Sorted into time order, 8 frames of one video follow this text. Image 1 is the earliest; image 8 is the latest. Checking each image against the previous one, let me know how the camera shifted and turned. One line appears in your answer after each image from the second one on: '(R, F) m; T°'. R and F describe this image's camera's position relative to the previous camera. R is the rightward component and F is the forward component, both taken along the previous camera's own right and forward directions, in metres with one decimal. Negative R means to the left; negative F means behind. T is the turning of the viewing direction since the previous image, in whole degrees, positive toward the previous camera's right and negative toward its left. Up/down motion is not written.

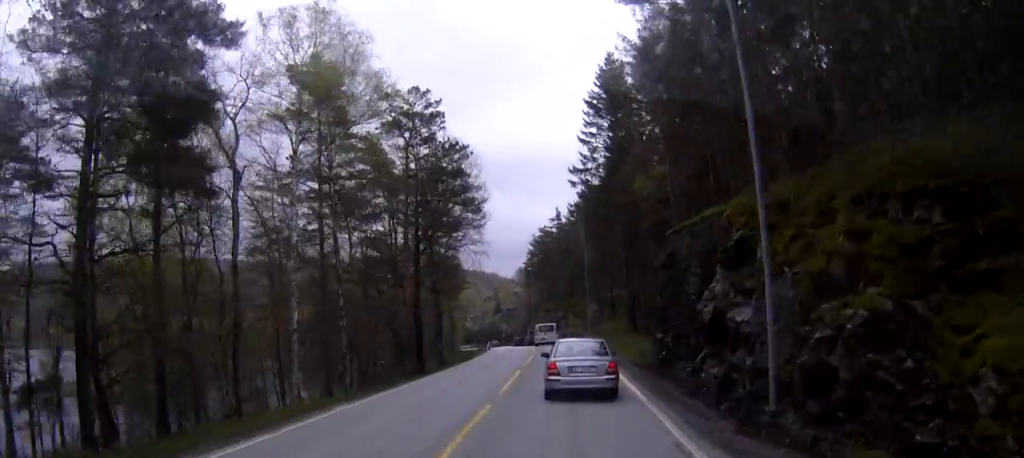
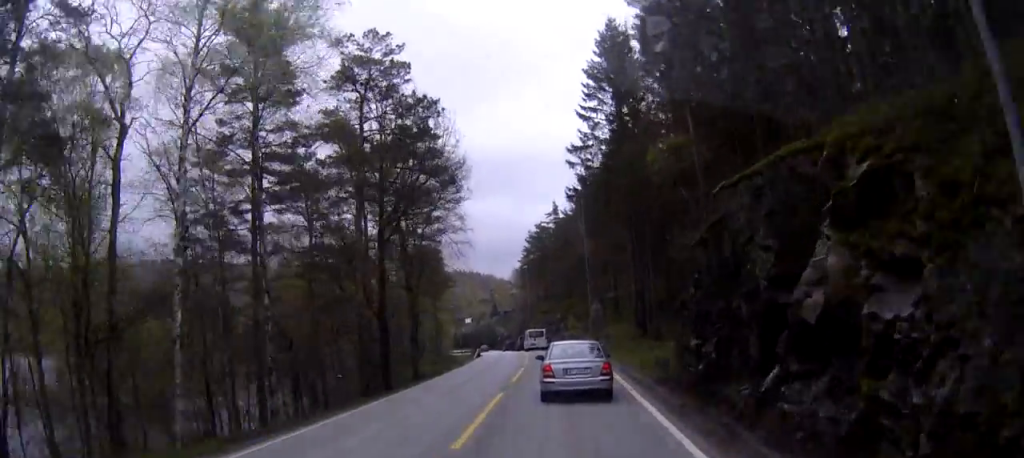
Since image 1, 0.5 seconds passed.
(0.0, +7.5) m; 0°
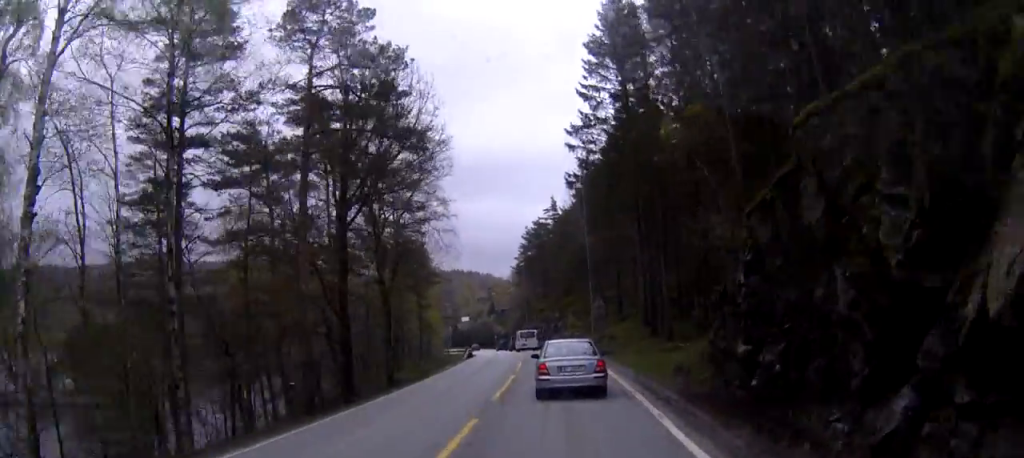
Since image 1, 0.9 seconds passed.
(0.0, +5.7) m; 0°
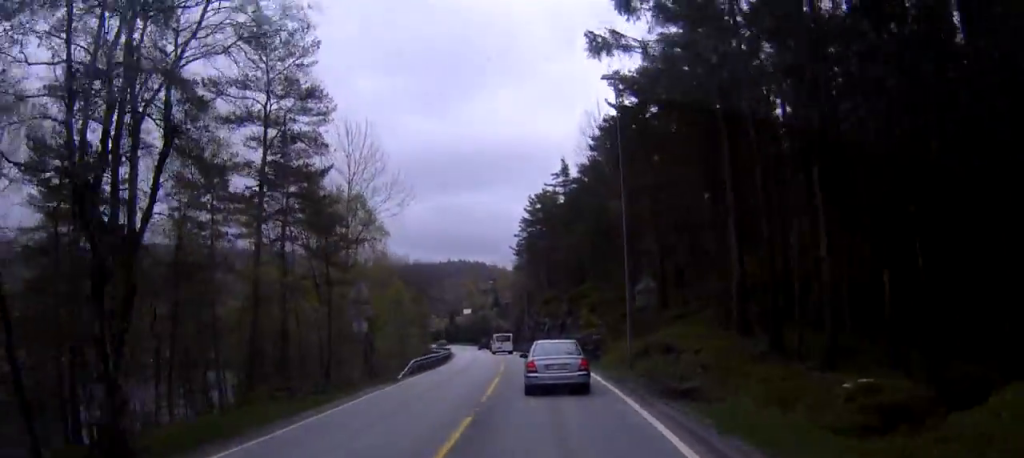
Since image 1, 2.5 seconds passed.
(+0.3, +22.8) m; +1°
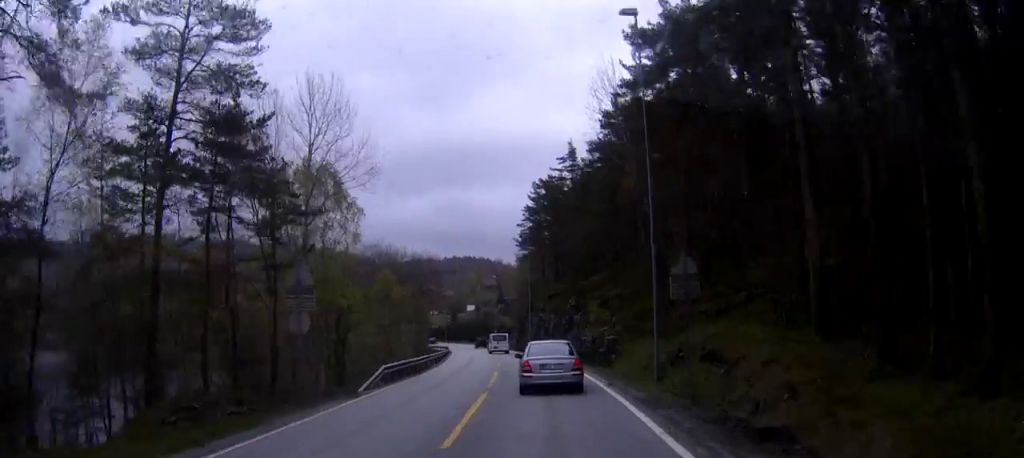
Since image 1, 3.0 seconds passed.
(-0.1, +7.1) m; -1°
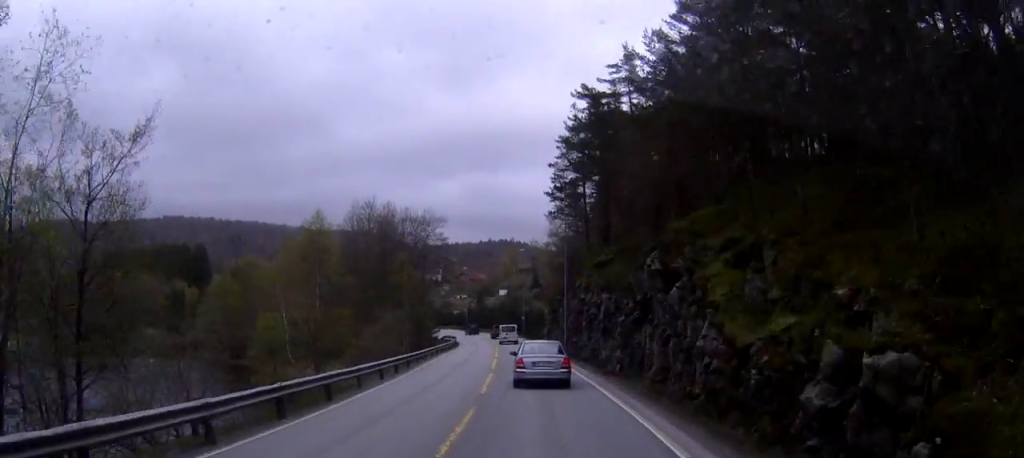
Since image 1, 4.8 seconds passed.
(-0.6, +28.5) m; -1°
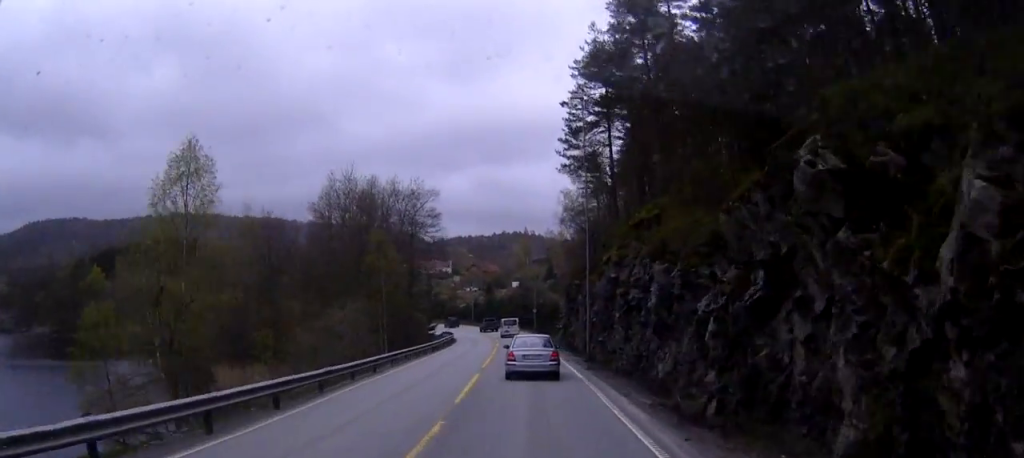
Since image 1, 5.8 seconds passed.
(+0.1, +15.6) m; -1°
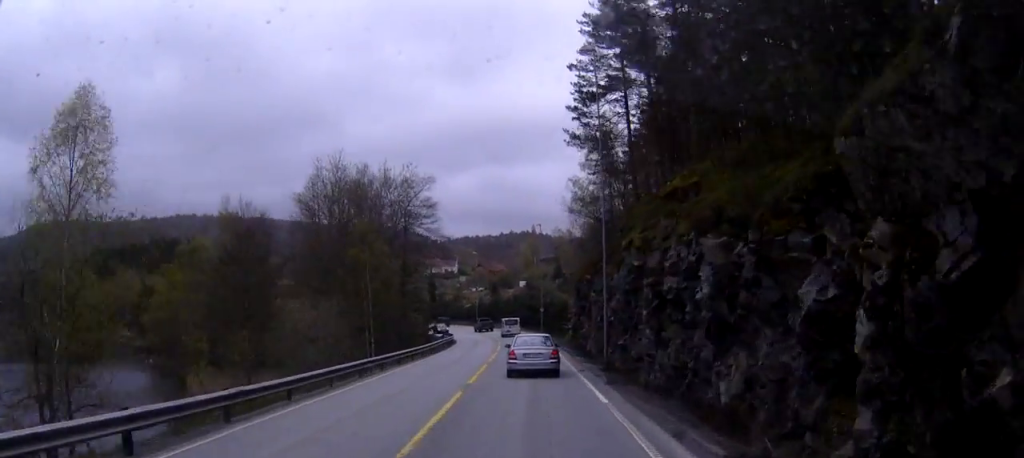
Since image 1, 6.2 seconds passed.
(-0.1, +6.8) m; -1°
